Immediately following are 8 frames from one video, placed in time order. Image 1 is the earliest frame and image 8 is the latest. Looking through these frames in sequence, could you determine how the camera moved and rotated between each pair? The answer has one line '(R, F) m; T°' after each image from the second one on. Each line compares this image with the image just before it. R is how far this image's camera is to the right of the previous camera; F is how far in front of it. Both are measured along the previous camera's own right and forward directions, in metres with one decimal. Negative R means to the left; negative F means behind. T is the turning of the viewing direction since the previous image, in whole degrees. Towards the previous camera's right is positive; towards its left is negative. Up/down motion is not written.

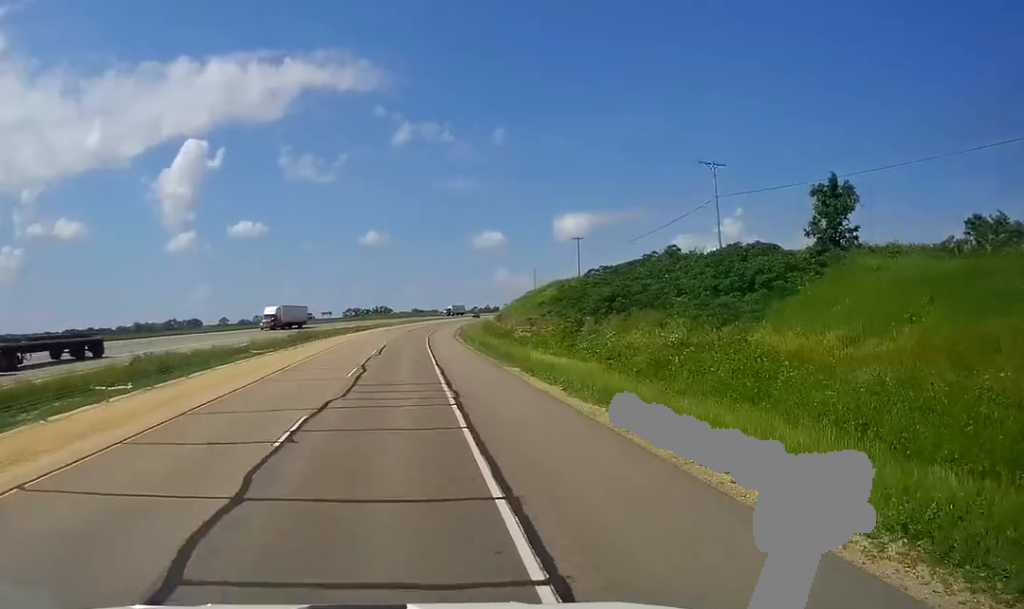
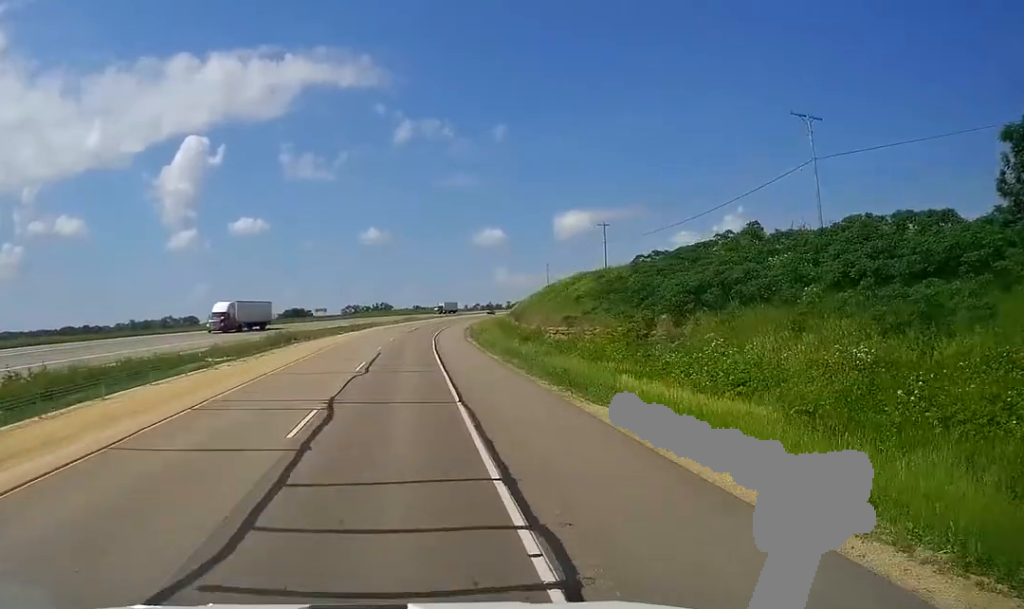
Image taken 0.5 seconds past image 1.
(-0.2, +14.4) m; 0°
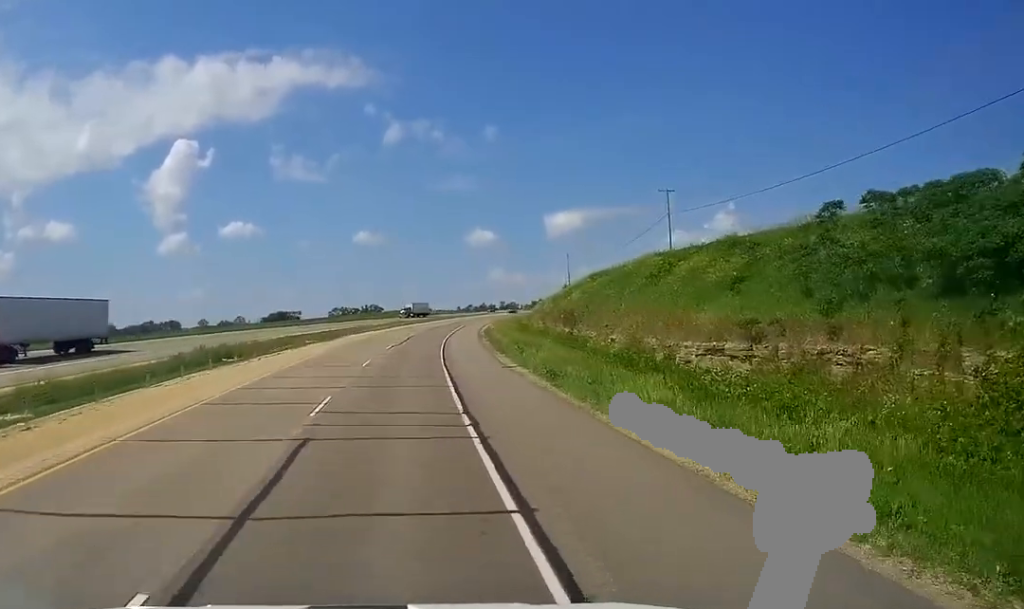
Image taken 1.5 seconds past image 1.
(+0.4, +27.7) m; 0°
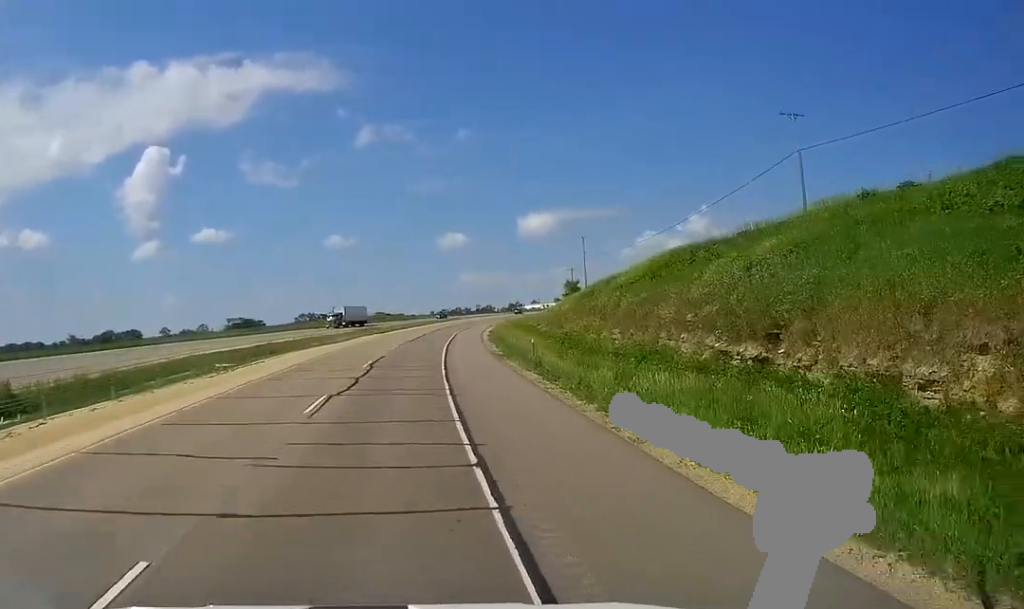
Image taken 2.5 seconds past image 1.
(-0.4, +29.7) m; 0°
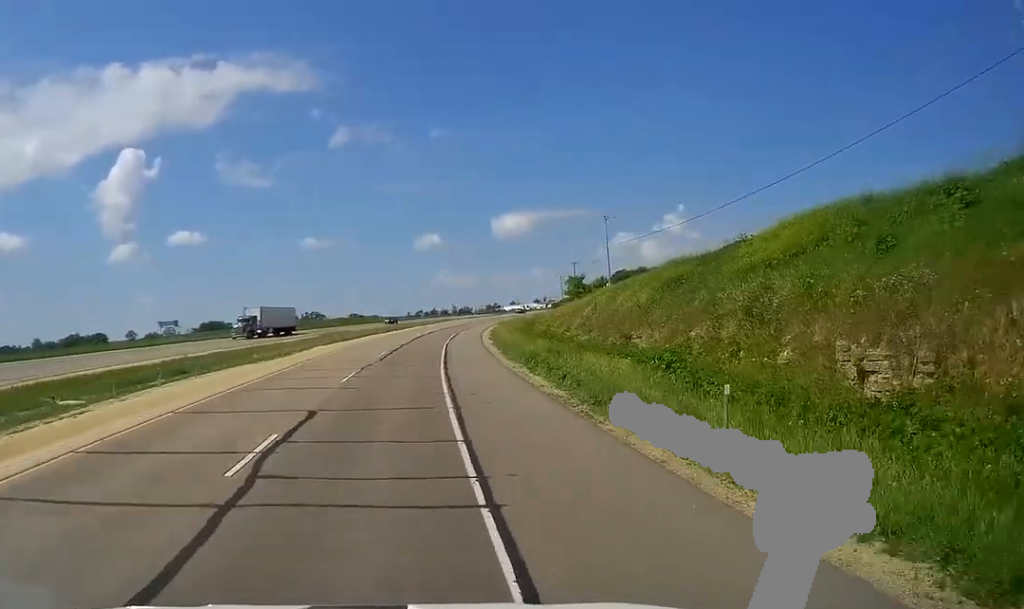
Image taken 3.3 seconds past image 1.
(+0.3, +22.1) m; +1°
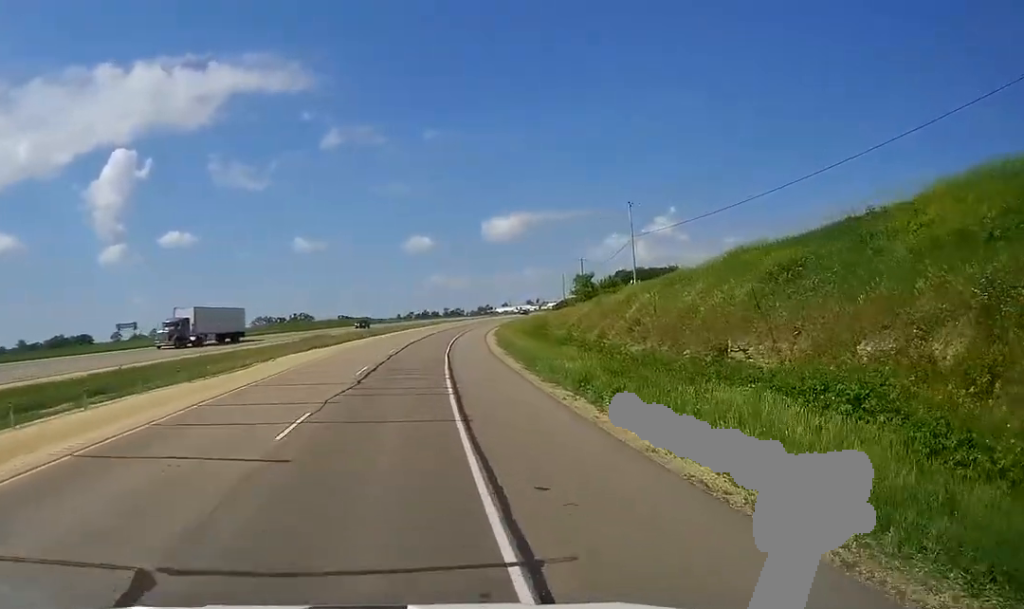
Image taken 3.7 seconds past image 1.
(+0.1, +11.6) m; +1°
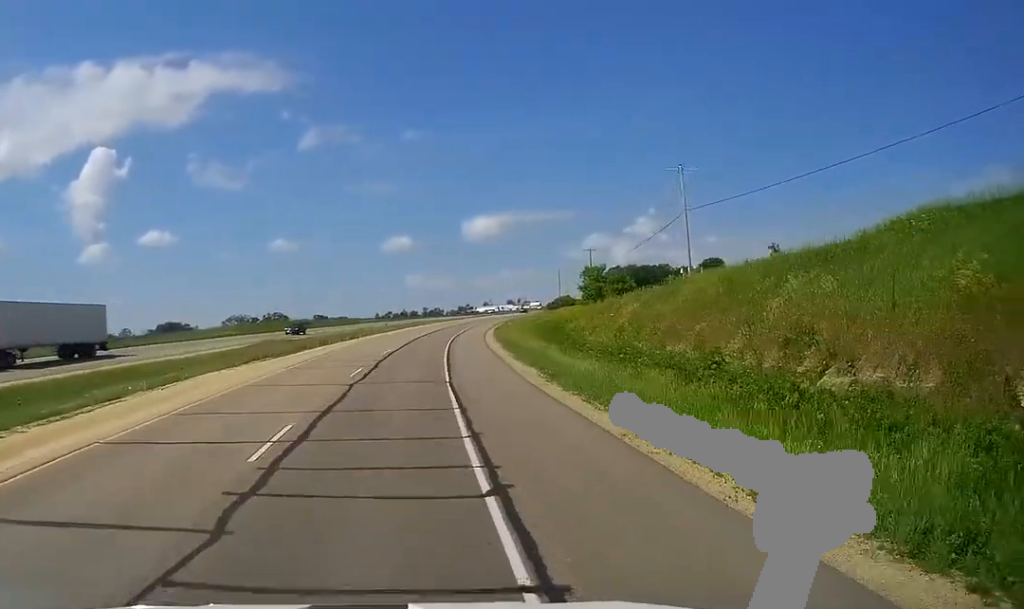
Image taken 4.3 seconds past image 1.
(+0.2, +17.4) m; +1°
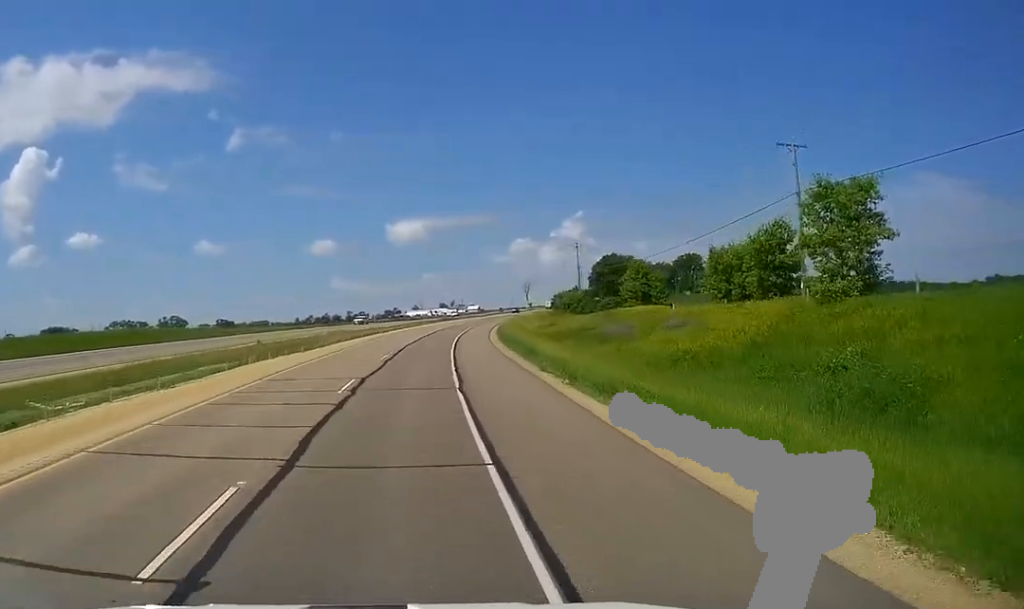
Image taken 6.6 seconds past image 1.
(+2.8, +66.2) m; +6°
